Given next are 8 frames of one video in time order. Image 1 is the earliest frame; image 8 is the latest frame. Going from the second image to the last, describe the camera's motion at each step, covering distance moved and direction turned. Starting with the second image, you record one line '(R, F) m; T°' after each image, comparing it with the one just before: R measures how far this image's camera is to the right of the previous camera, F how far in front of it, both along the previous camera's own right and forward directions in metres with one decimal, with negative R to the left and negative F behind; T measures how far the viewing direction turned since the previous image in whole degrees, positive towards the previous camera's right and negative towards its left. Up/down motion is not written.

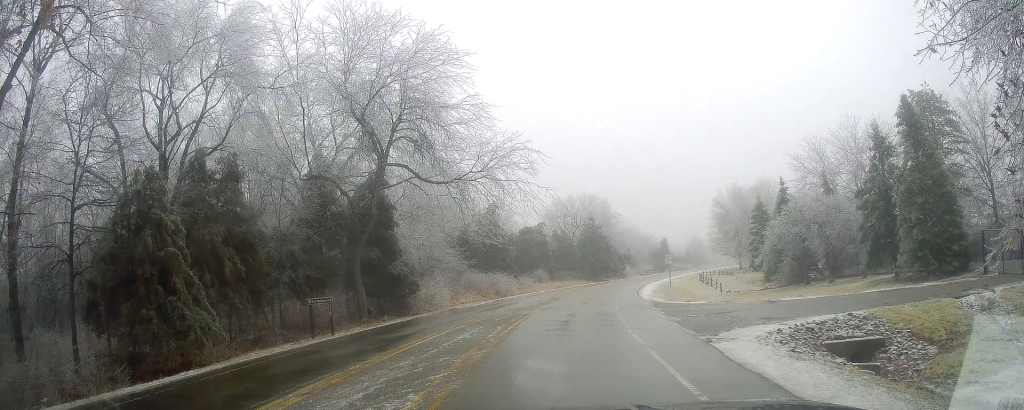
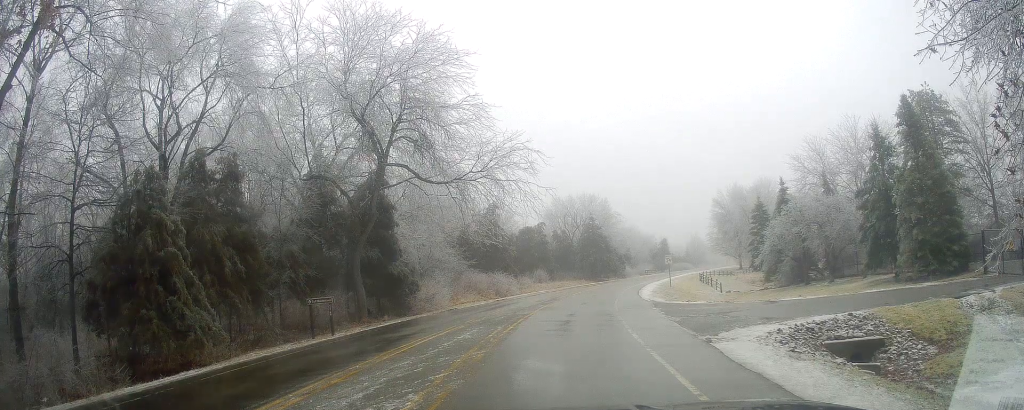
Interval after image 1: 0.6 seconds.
(0.0, 0.0) m; 0°
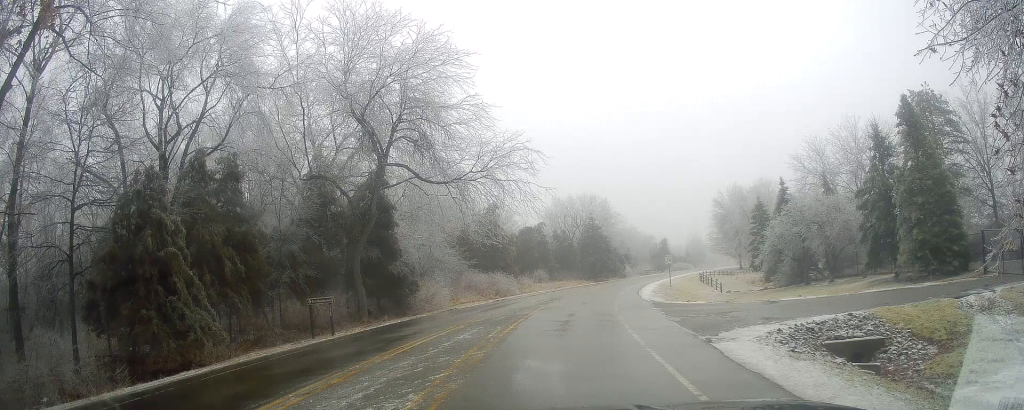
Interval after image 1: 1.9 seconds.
(0.0, 0.0) m; 0°
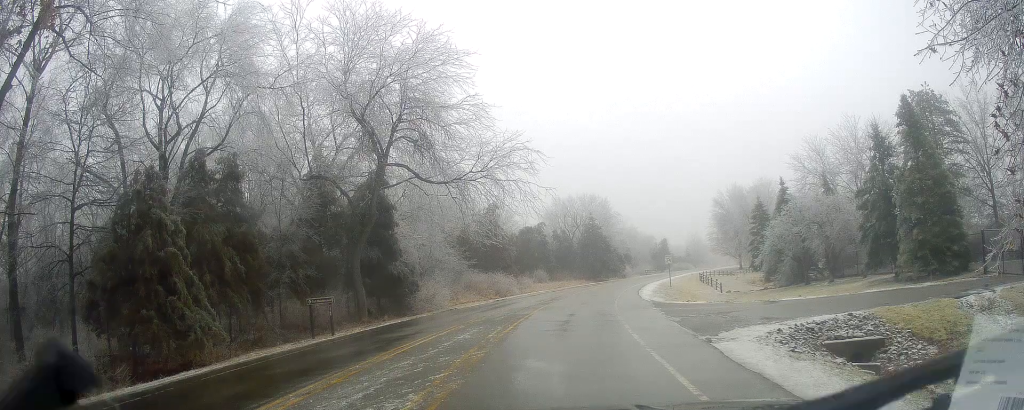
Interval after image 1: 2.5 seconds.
(0.0, 0.0) m; 0°
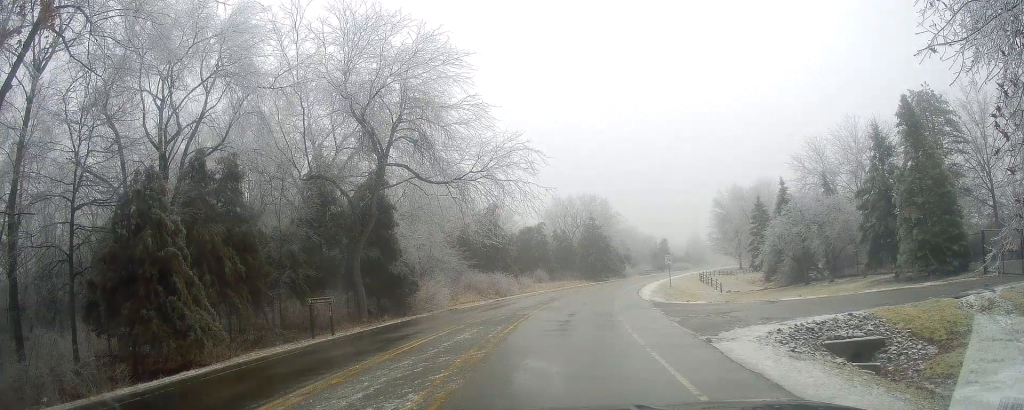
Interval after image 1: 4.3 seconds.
(0.0, 0.0) m; 0°
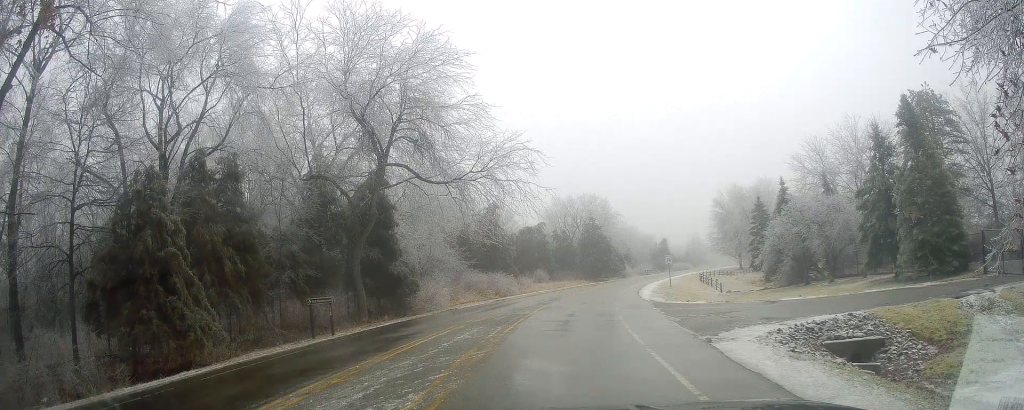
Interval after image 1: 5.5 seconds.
(0.0, 0.0) m; 0°
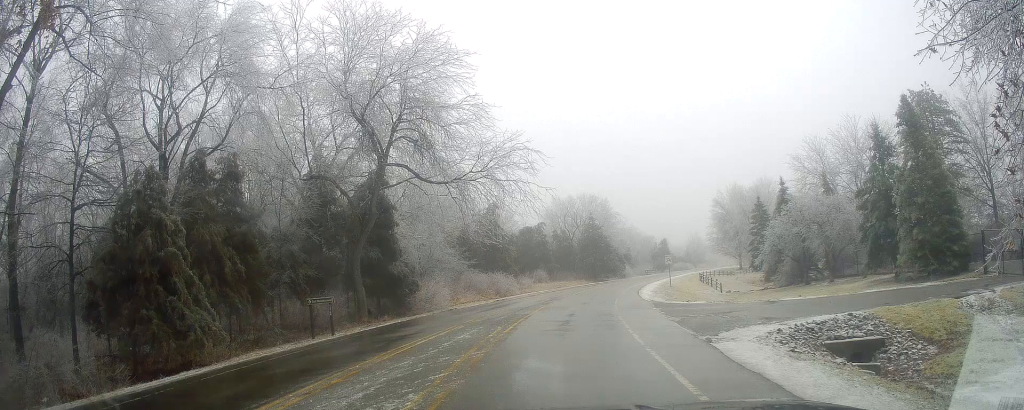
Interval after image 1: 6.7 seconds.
(0.0, 0.0) m; 0°
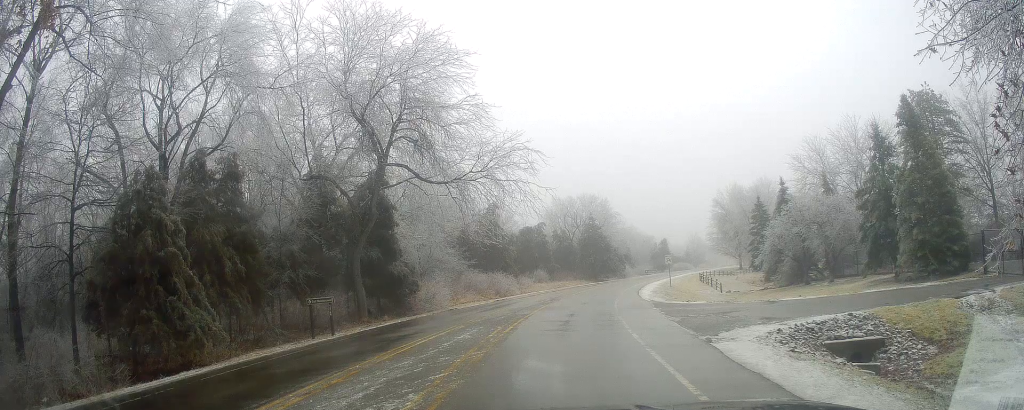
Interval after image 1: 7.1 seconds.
(0.0, 0.0) m; 0°
